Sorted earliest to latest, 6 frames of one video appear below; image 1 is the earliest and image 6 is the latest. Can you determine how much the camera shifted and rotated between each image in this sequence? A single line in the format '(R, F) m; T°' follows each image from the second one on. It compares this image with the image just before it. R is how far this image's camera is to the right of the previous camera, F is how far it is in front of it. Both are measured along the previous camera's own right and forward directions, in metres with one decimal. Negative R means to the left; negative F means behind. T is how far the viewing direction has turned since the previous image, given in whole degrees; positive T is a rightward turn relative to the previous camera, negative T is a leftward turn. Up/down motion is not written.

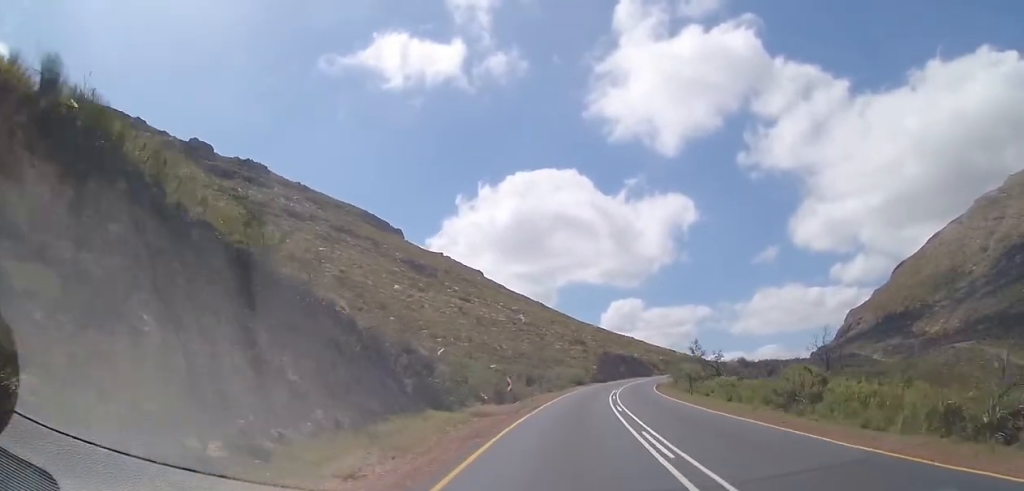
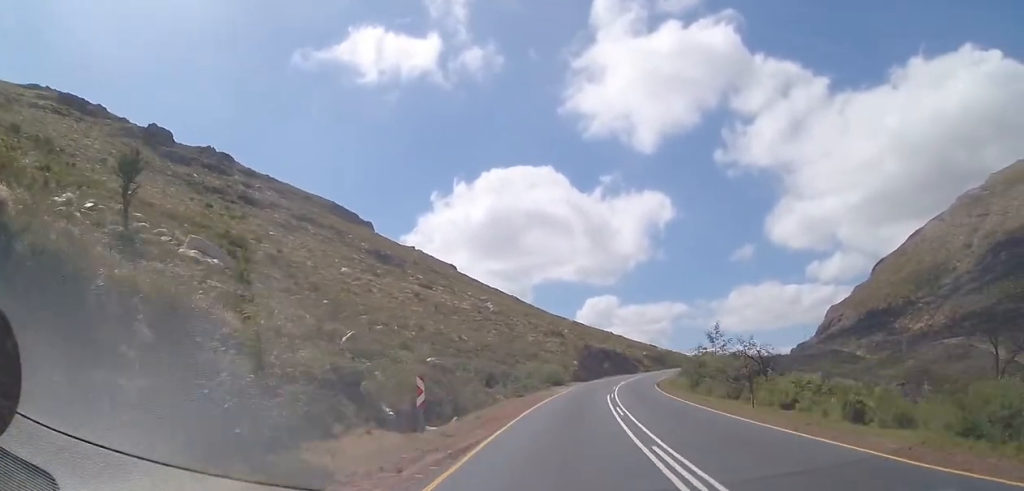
(+0.2, +14.9) m; +2°
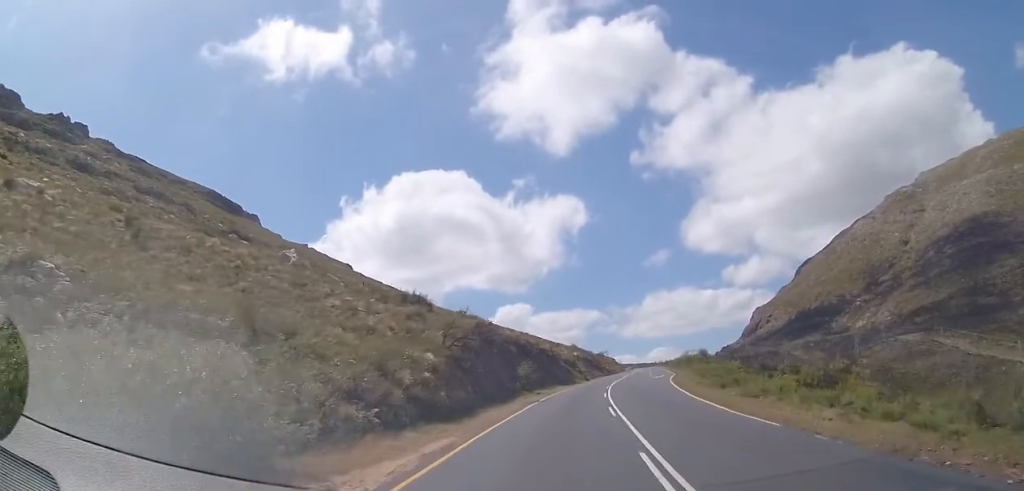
(+3.3, +49.1) m; +9°
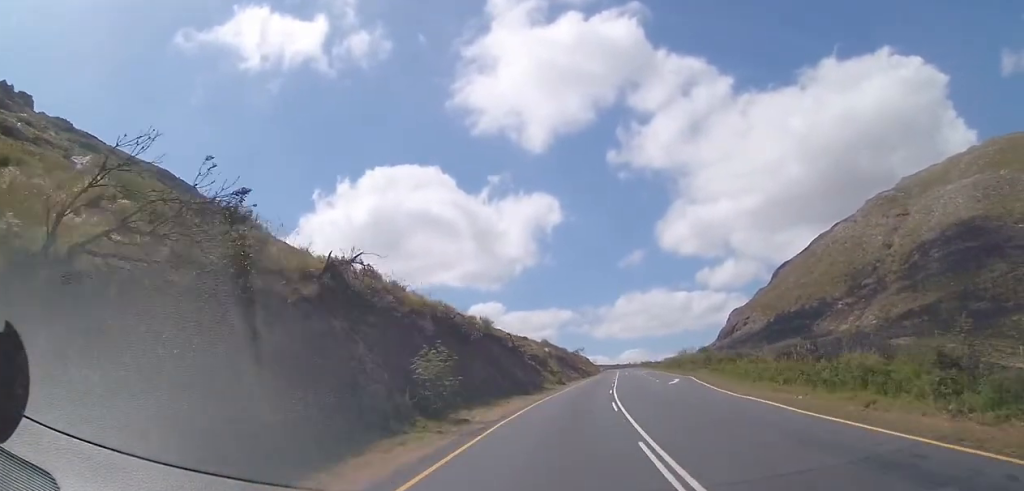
(+1.0, +23.2) m; +4°
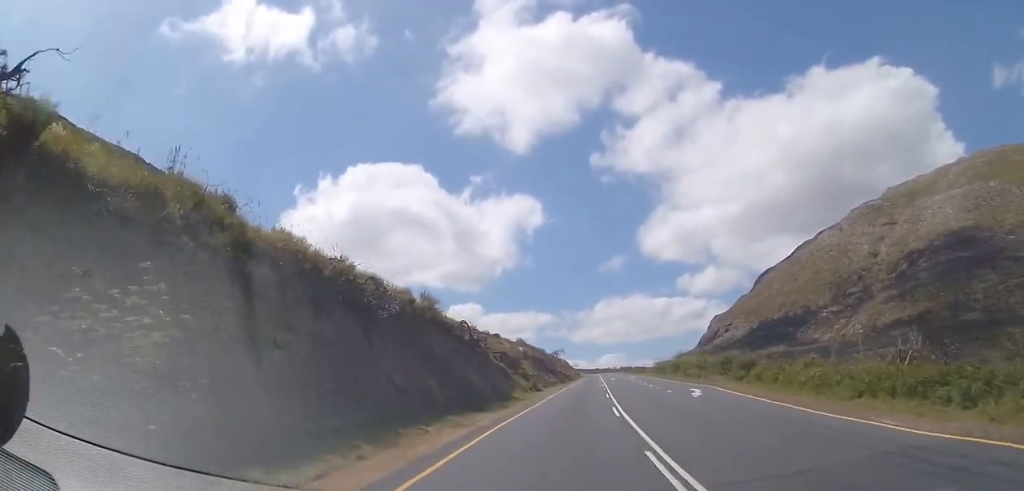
(+0.3, +13.3) m; +2°
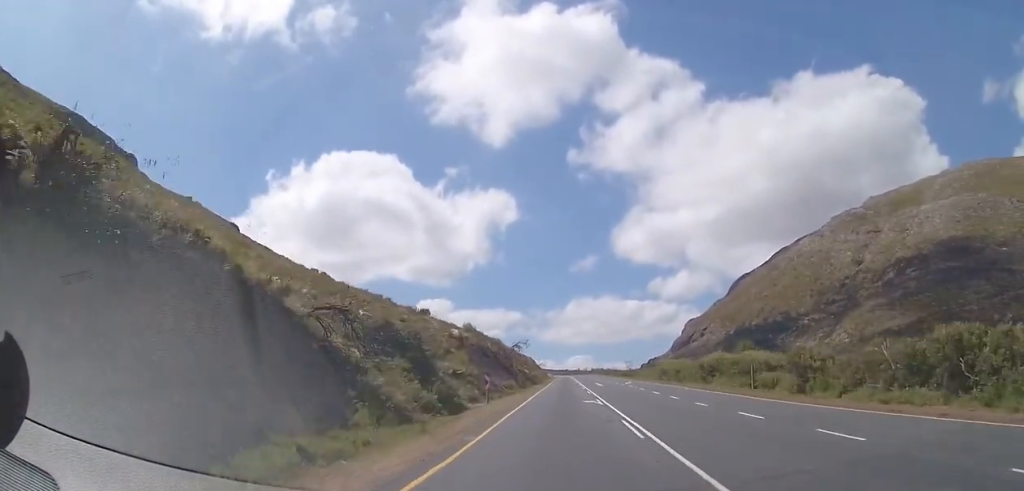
(+0.9, +30.5) m; +4°
